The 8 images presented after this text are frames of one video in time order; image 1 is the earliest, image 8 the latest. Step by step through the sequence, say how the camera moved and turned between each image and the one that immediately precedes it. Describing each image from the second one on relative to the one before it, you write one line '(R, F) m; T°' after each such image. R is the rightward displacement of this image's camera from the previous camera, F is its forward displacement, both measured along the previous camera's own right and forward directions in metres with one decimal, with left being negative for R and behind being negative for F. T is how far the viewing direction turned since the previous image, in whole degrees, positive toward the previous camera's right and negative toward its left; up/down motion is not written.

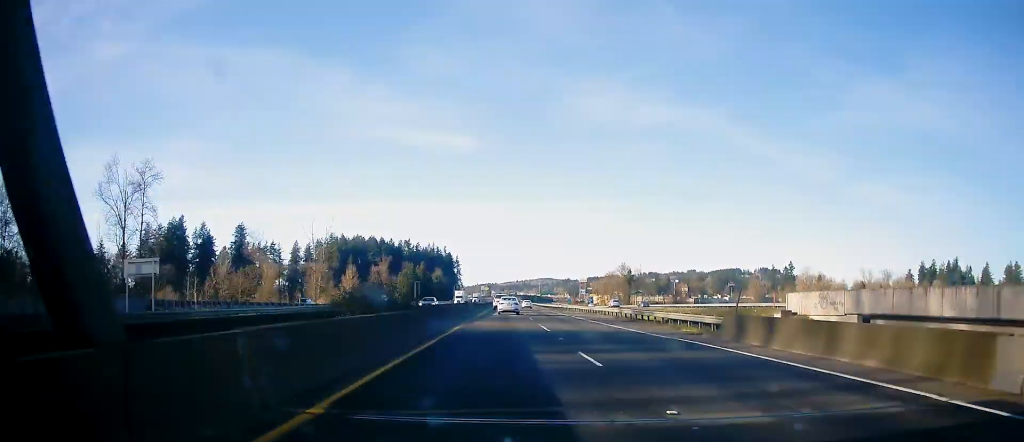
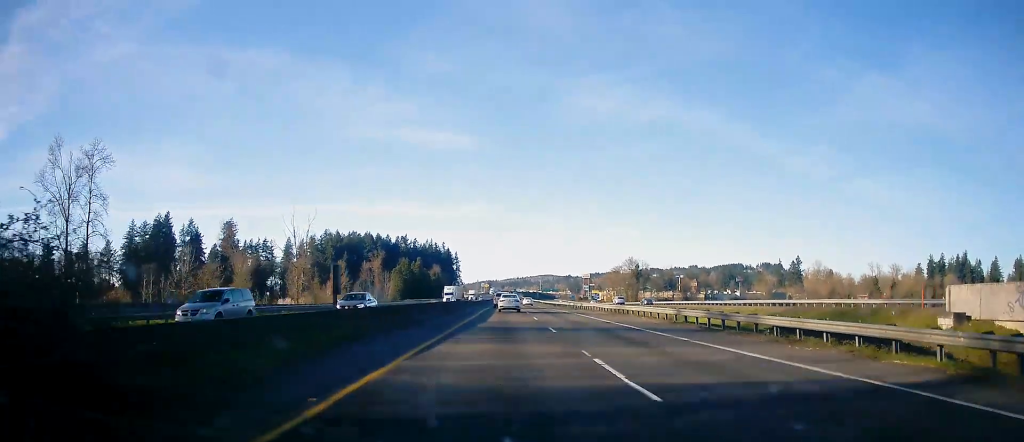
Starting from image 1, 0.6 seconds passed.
(-0.2, +16.5) m; 0°
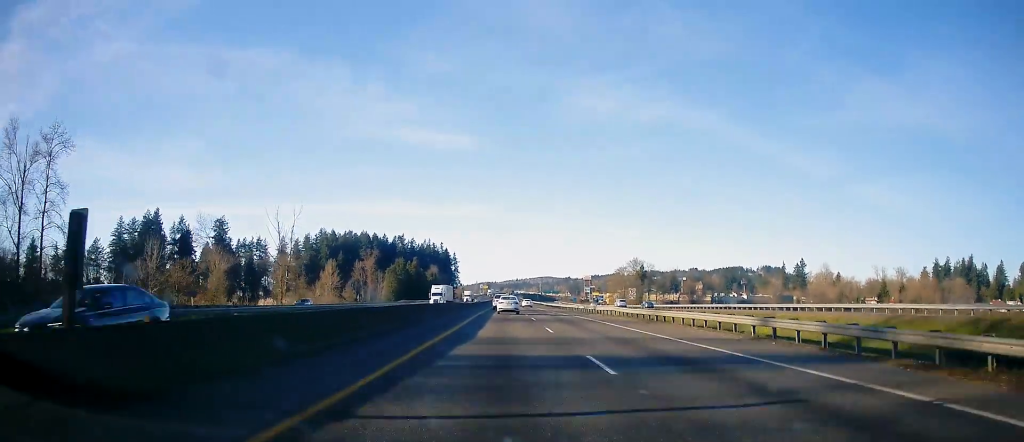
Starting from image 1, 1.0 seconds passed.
(+0.1, +11.3) m; 0°
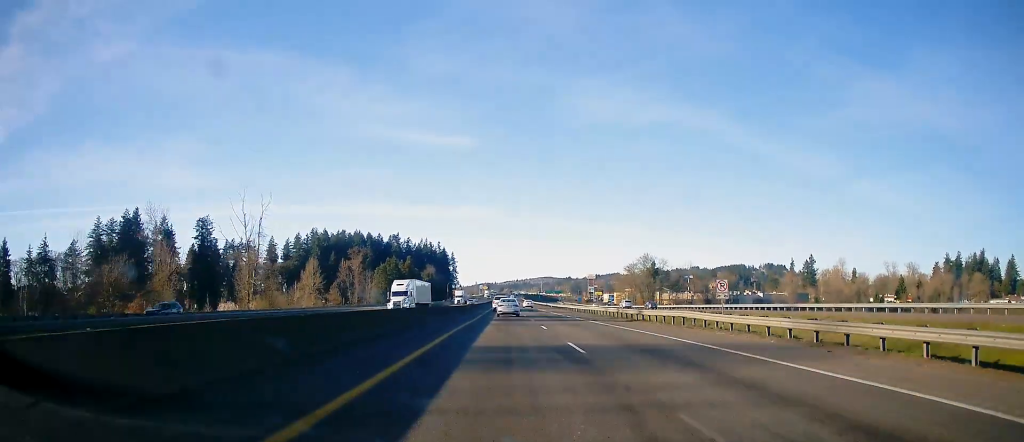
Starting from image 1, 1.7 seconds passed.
(+0.1, +20.6) m; 0°
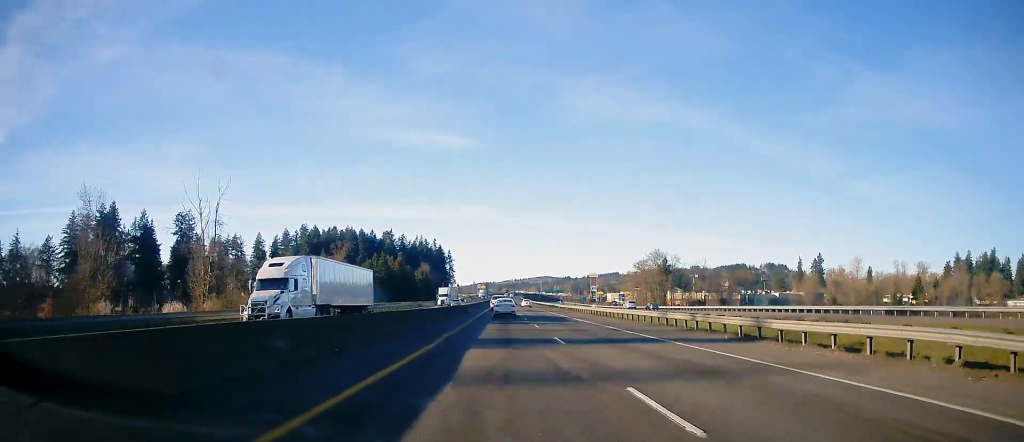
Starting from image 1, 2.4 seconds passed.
(-0.1, +20.3) m; +1°
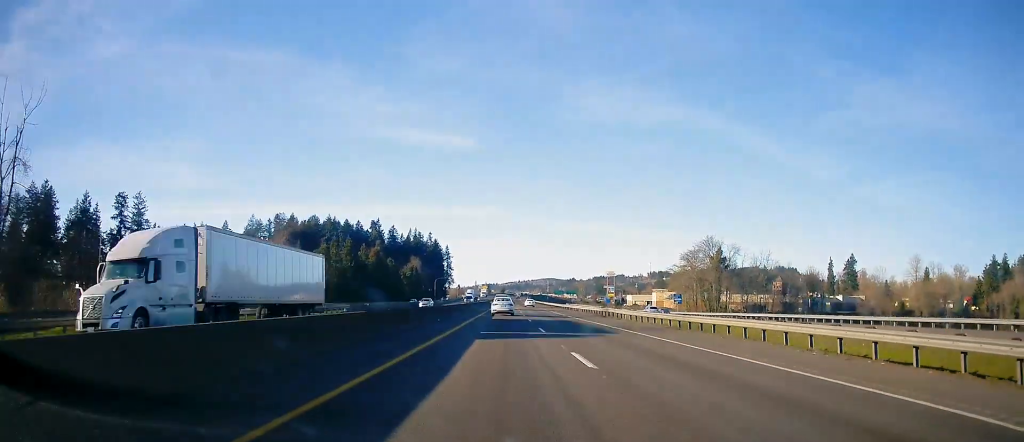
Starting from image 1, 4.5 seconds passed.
(0.0, +55.4) m; -1°
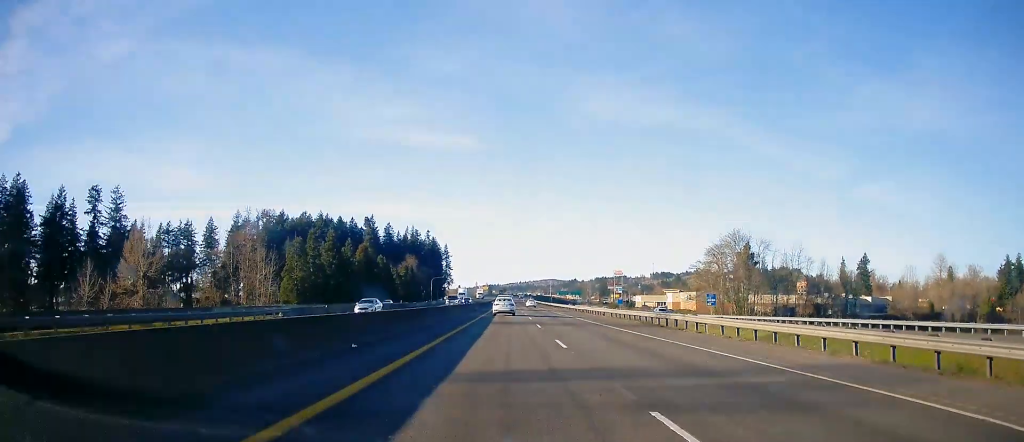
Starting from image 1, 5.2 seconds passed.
(0.0, +19.8) m; 0°
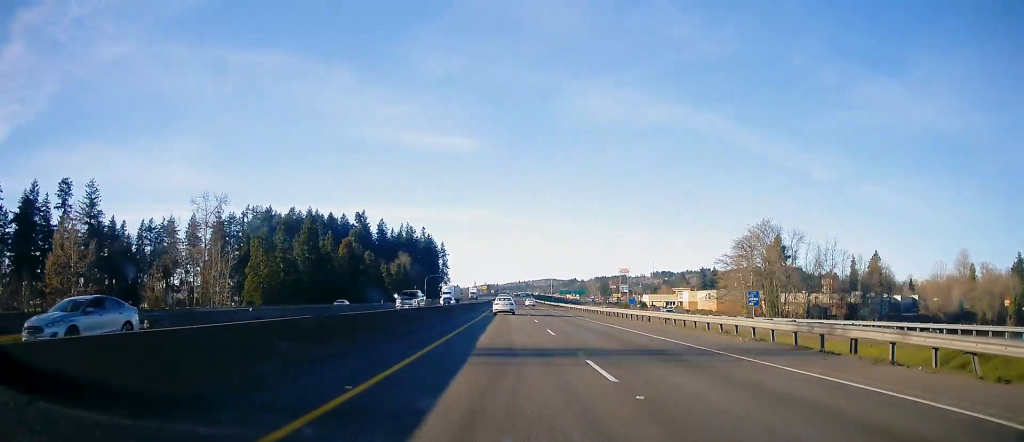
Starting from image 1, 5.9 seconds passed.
(0.0, +19.0) m; 0°
